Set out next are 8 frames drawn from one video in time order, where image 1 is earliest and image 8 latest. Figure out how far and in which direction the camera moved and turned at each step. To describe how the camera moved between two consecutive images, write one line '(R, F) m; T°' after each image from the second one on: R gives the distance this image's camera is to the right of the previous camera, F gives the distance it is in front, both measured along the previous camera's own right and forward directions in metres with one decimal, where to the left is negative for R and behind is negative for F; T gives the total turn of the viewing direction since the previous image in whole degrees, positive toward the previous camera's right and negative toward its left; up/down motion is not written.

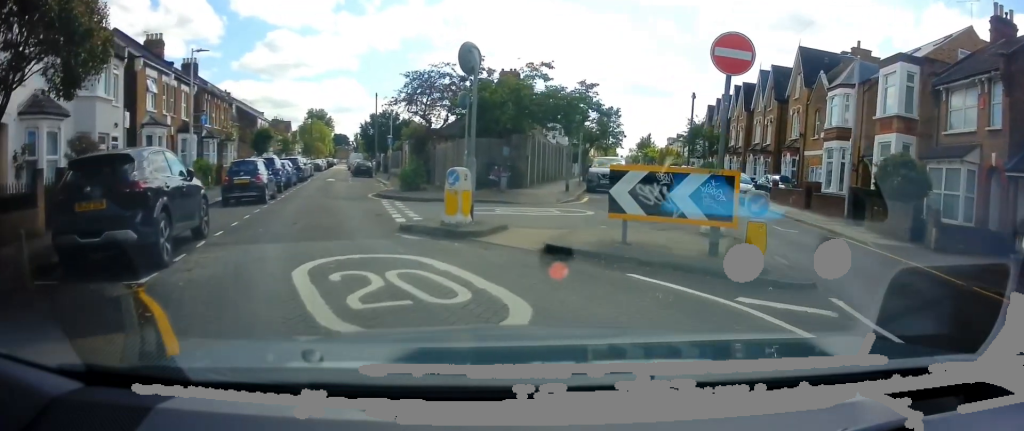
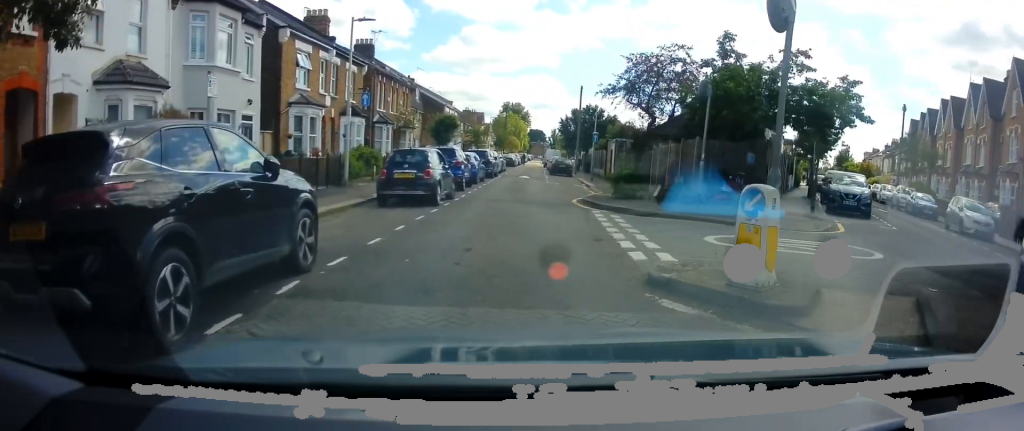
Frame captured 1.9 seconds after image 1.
(-1.0, +4.2) m; -16°
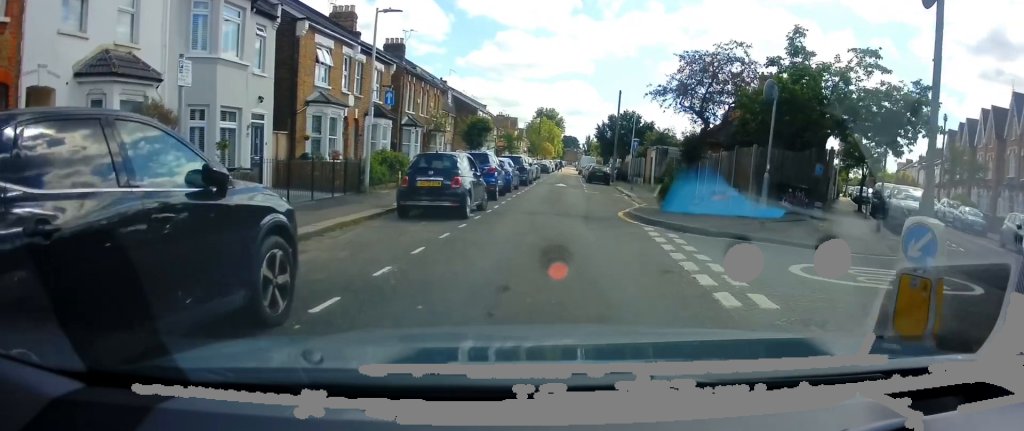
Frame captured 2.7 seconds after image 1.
(+0.1, +2.1) m; +3°
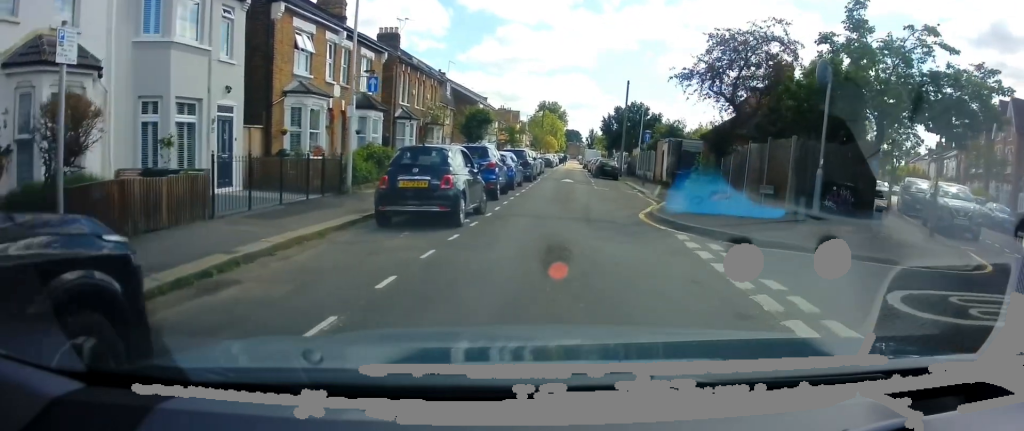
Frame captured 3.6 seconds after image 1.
(+0.1, +2.4) m; +2°
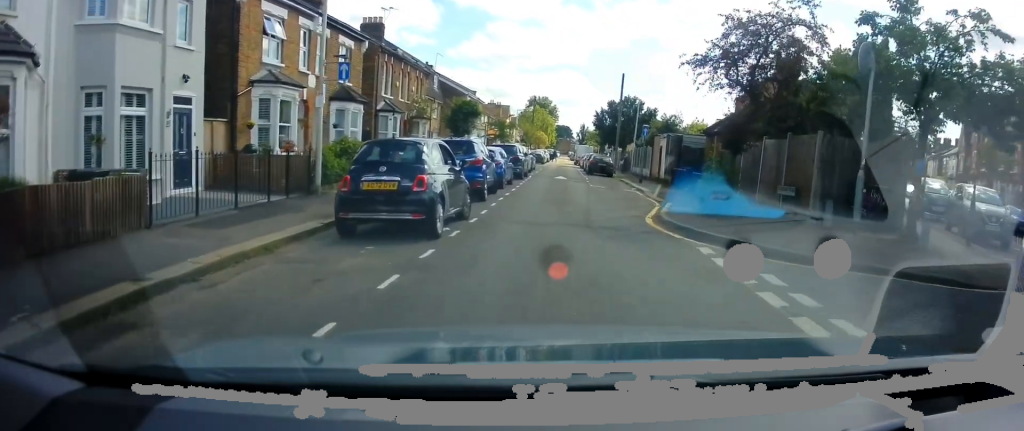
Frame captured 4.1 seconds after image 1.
(0.0, +1.7) m; 0°
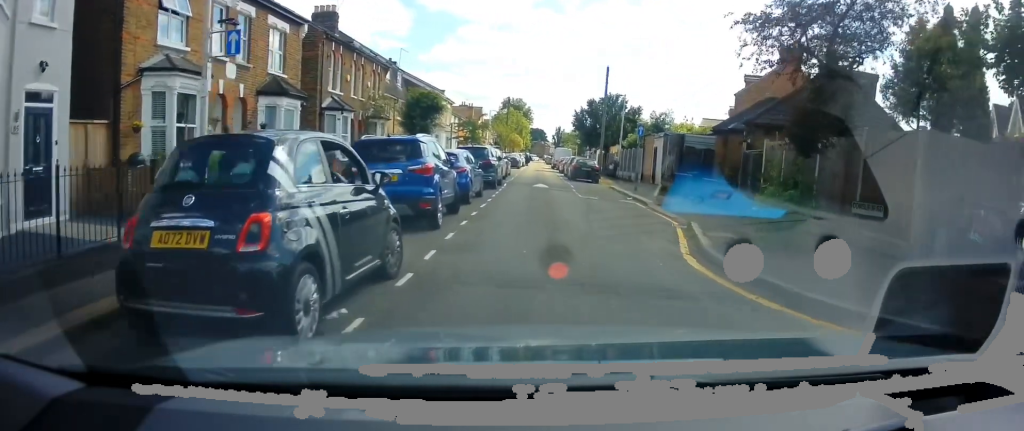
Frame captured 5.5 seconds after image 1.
(0.0, +5.0) m; -1°
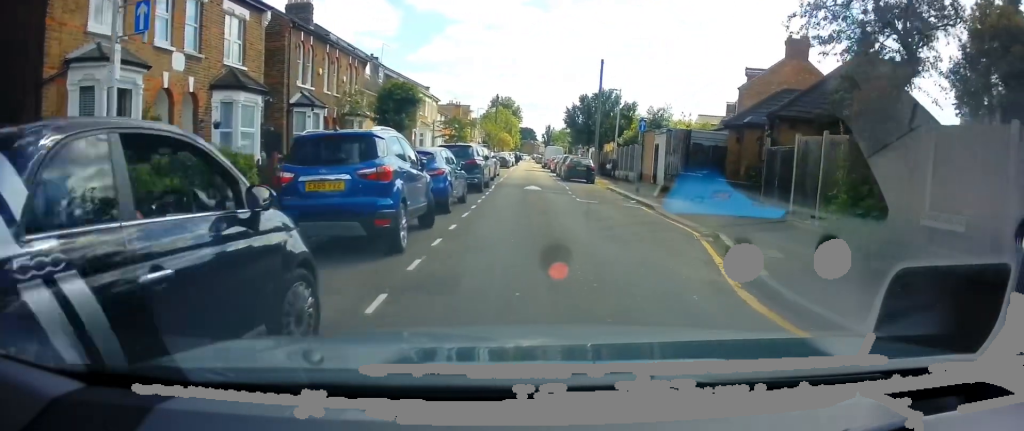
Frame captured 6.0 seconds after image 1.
(-0.1, +2.5) m; +1°
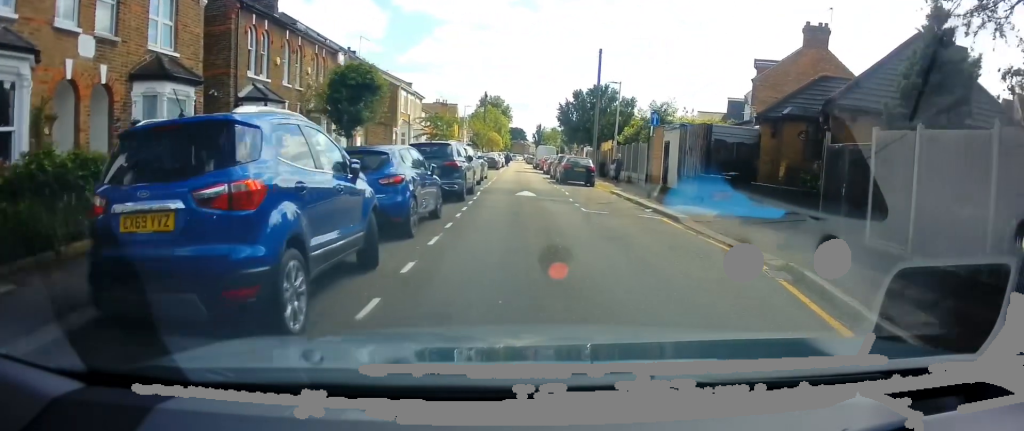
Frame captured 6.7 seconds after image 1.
(+0.1, +3.9) m; +1°
